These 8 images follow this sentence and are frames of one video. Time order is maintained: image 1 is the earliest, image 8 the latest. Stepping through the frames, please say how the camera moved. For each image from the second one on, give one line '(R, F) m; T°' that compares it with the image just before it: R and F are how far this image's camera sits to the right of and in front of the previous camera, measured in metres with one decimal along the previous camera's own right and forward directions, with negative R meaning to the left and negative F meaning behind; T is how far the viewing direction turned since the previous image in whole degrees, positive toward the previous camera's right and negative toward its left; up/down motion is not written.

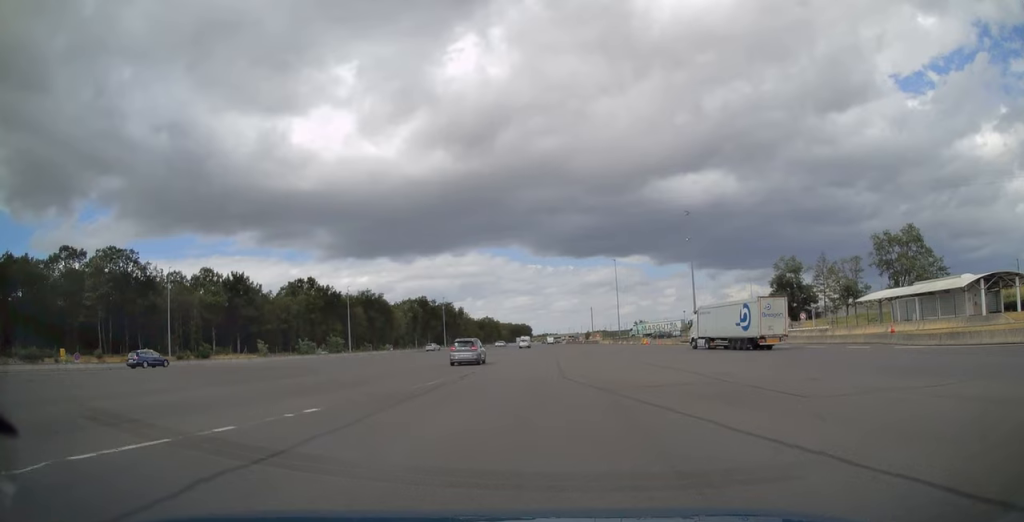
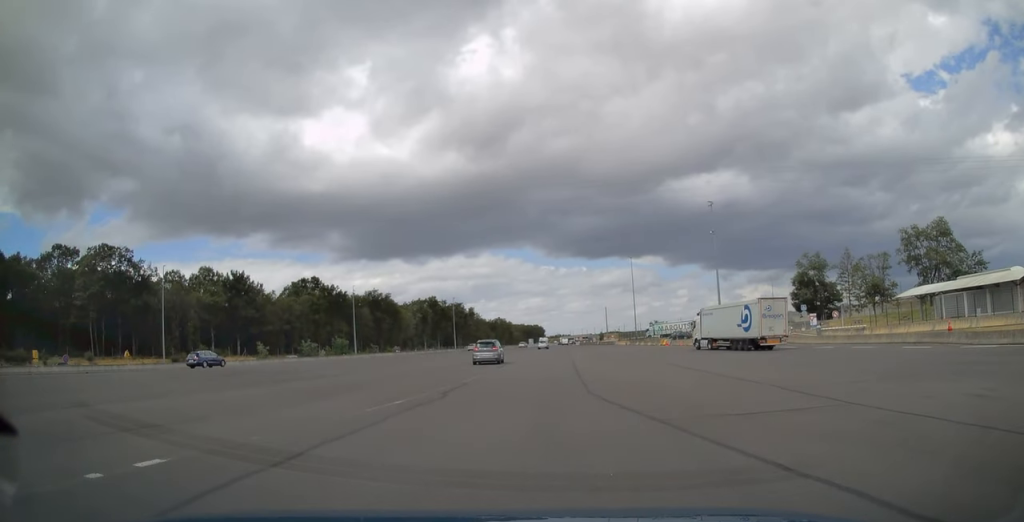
(-0.1, +6.4) m; -1°
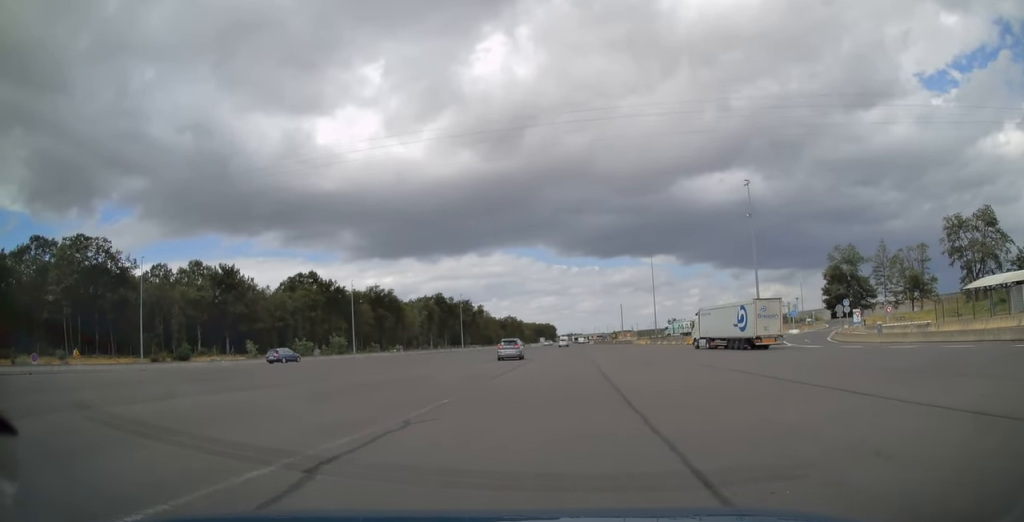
(-0.1, +10.5) m; -1°
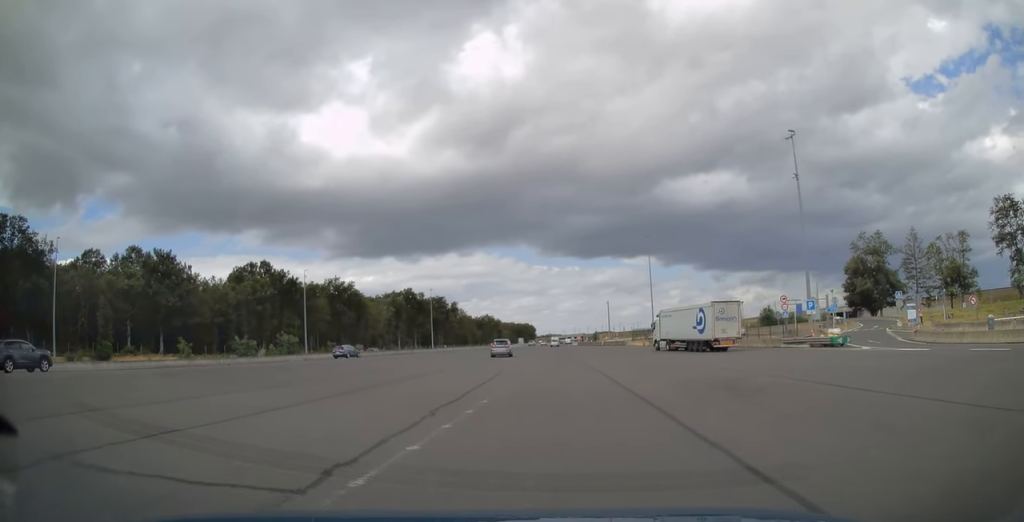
(-0.1, +18.2) m; 0°
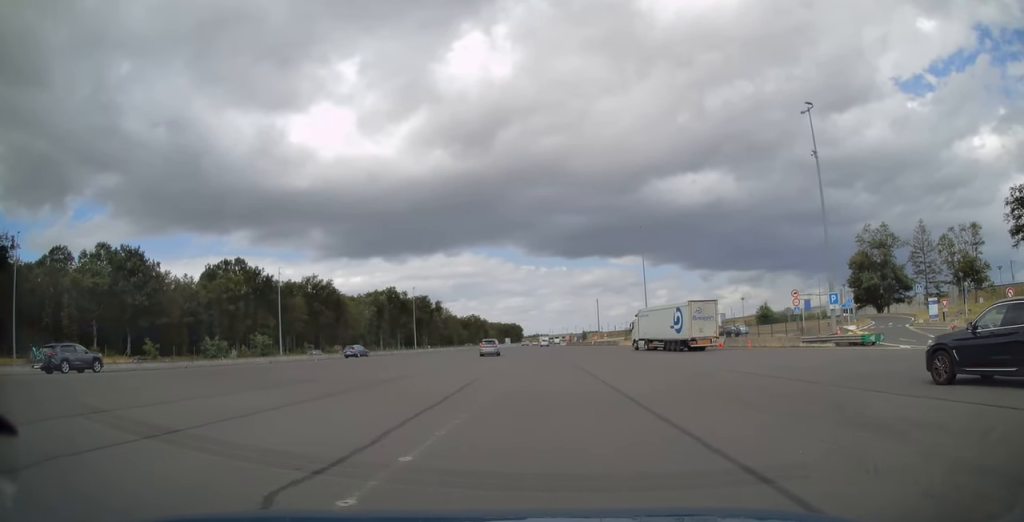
(0.0, +6.6) m; +1°
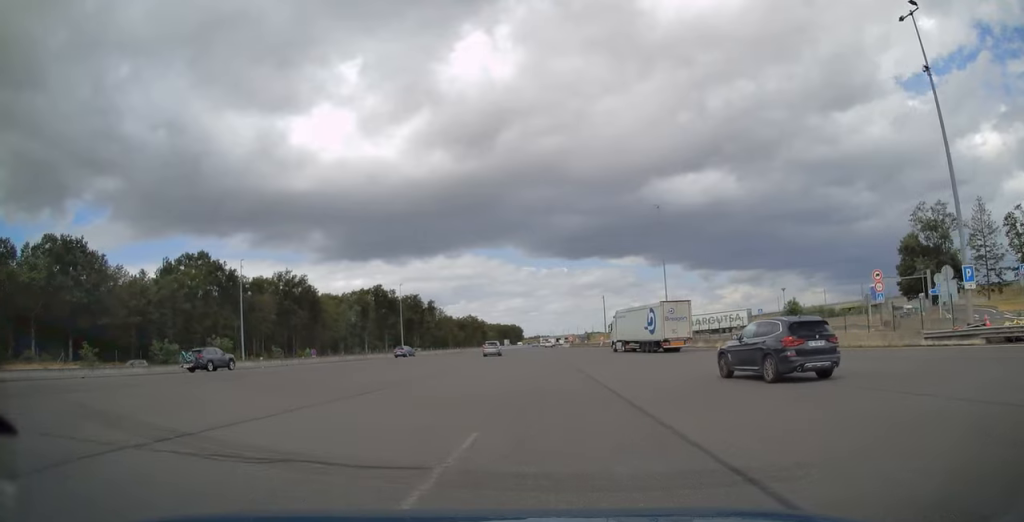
(+0.3, +16.5) m; +1°
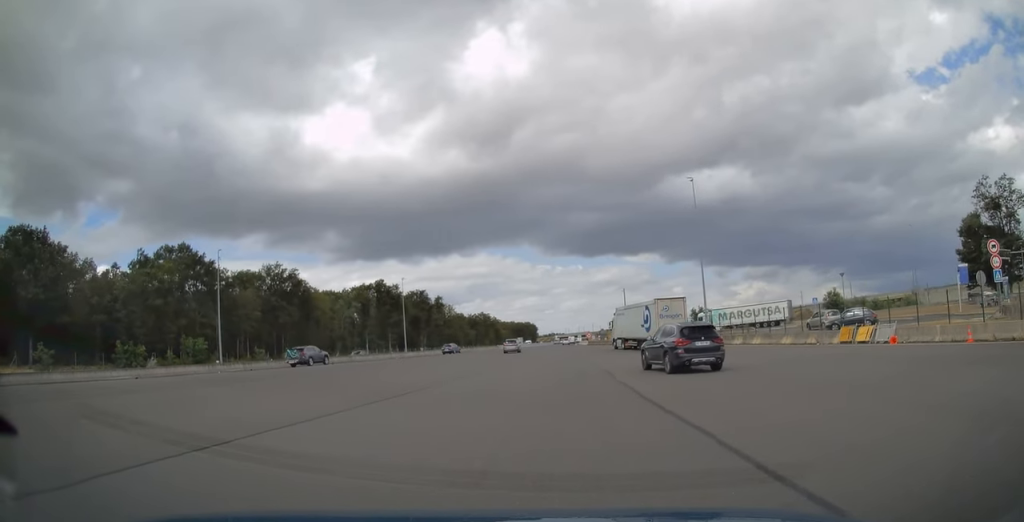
(0.0, +12.6) m; -1°
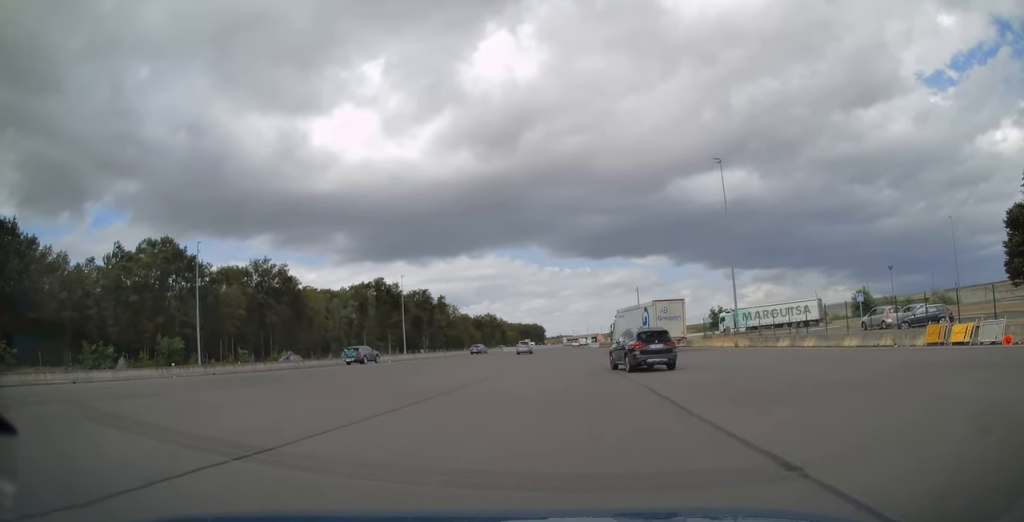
(-0.1, +8.5) m; -1°
